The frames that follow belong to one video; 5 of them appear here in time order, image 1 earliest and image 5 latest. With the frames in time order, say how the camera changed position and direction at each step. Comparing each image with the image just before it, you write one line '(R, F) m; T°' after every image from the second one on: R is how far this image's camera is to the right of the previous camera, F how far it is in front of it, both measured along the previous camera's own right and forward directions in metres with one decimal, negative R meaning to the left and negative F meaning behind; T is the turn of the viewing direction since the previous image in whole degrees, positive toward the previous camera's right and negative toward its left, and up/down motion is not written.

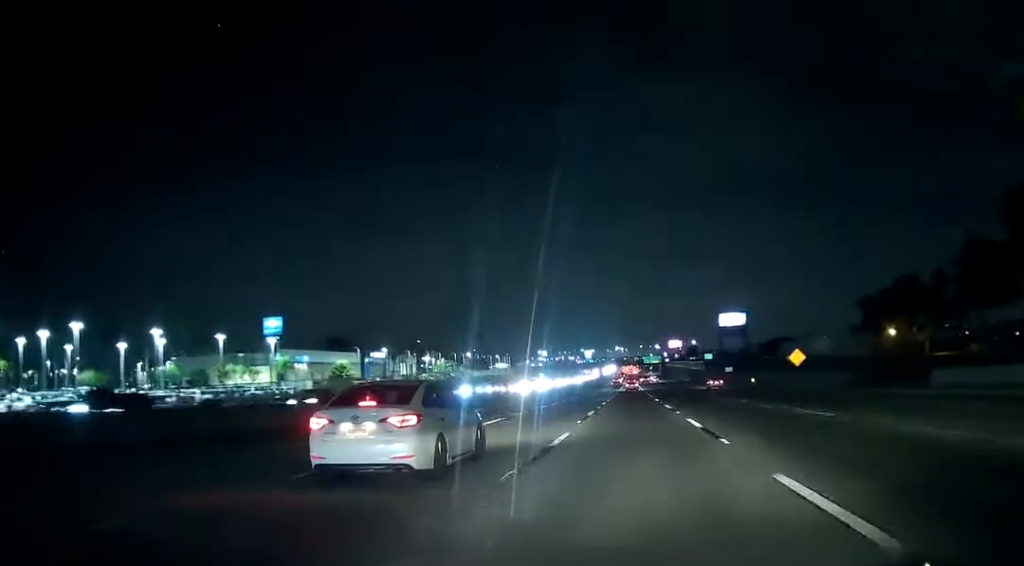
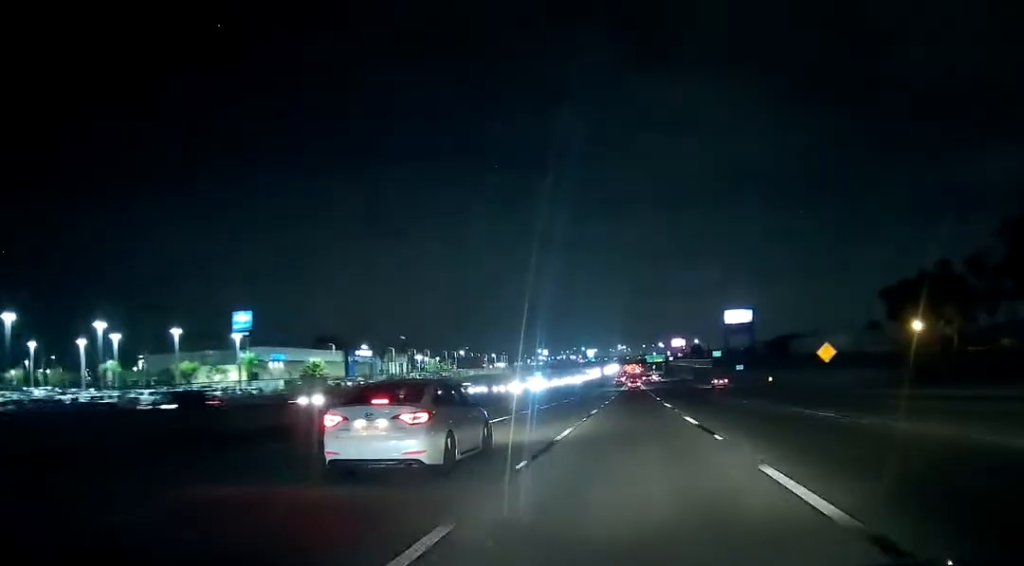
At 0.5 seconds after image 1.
(0.0, +13.9) m; 0°
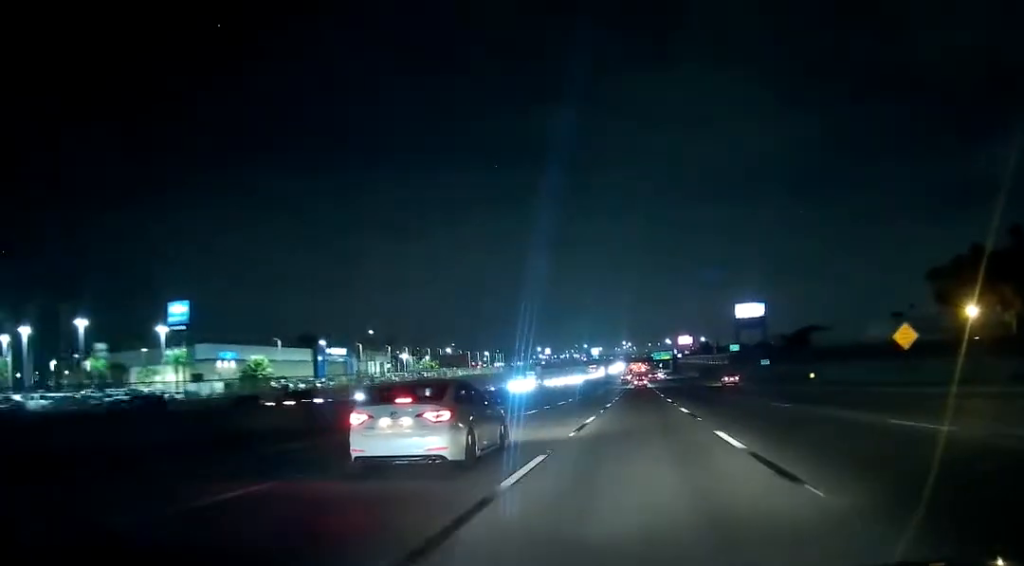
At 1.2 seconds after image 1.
(0.0, +21.8) m; 0°
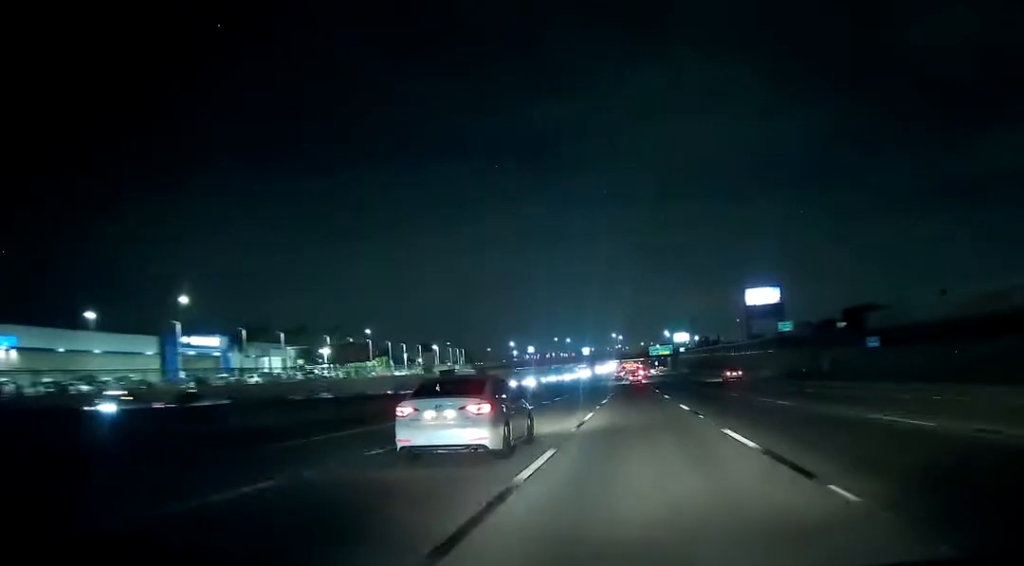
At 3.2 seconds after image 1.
(-0.9, +58.3) m; -1°
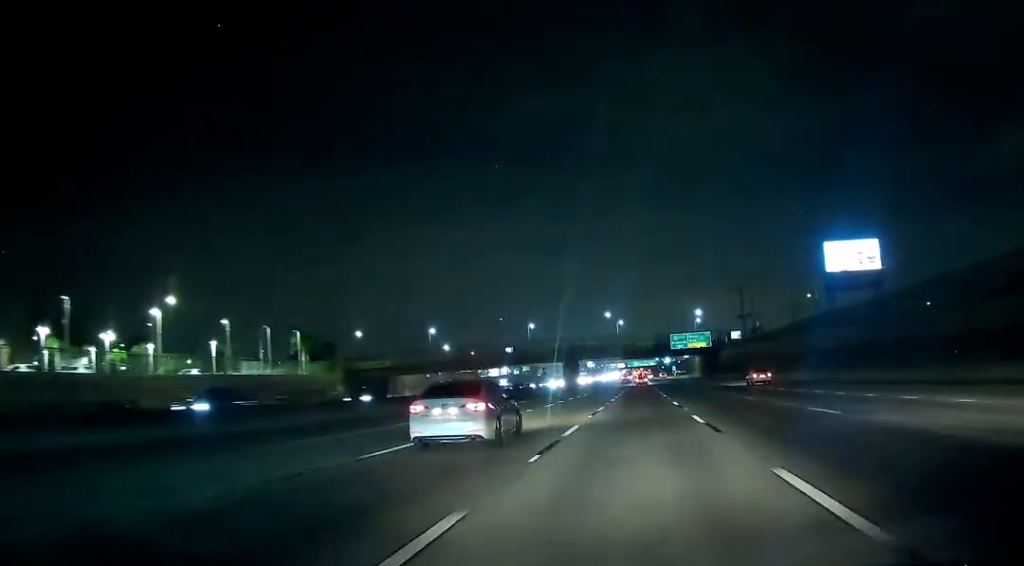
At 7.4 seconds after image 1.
(+0.7, +124.4) m; 0°
